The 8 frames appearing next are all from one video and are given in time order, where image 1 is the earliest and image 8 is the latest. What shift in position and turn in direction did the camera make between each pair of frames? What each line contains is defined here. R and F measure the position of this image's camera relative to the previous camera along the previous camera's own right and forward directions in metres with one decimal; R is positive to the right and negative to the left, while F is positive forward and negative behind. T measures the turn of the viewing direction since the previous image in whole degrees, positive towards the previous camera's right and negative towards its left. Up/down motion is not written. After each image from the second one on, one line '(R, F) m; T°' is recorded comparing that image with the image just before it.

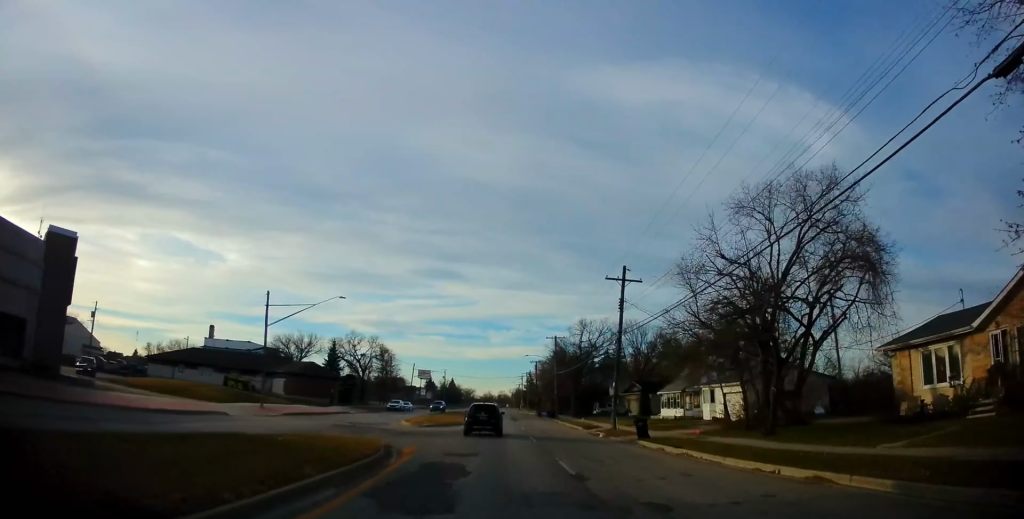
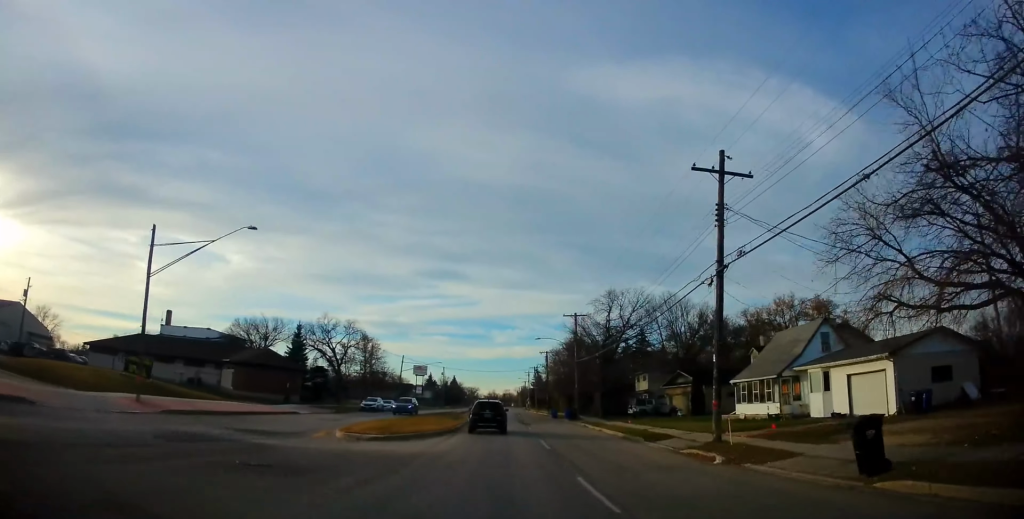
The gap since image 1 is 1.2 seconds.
(-0.2, +17.6) m; 0°
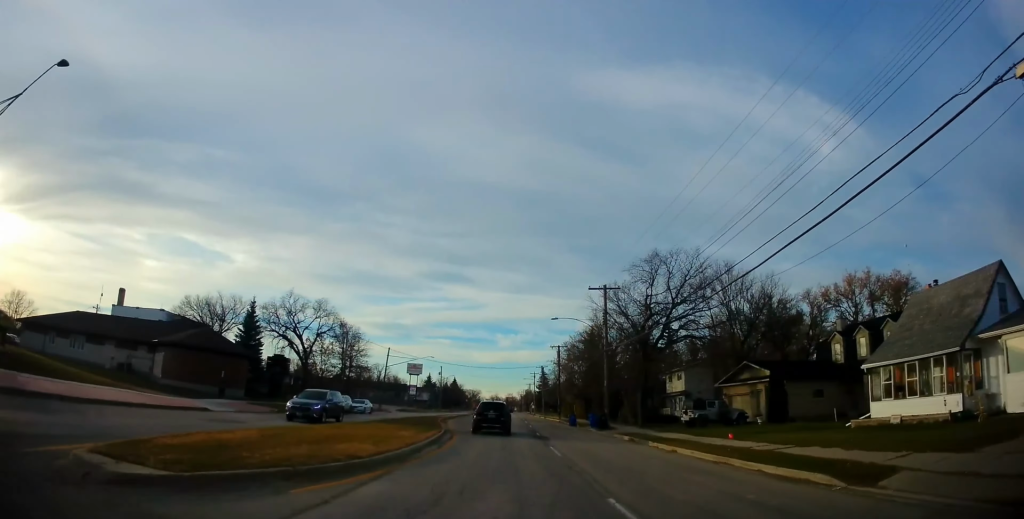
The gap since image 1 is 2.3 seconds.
(+0.1, +15.1) m; +1°
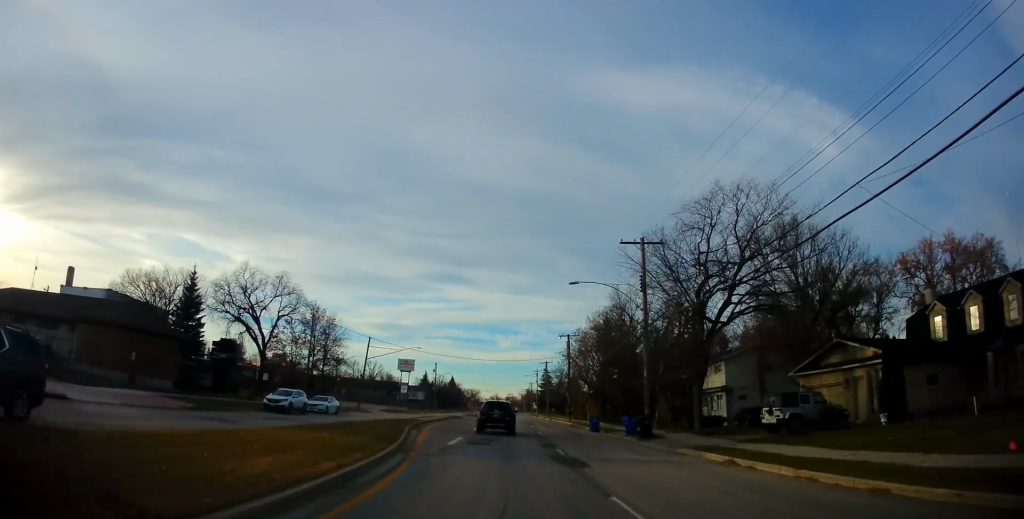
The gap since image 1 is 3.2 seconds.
(+0.1, +12.3) m; 0°
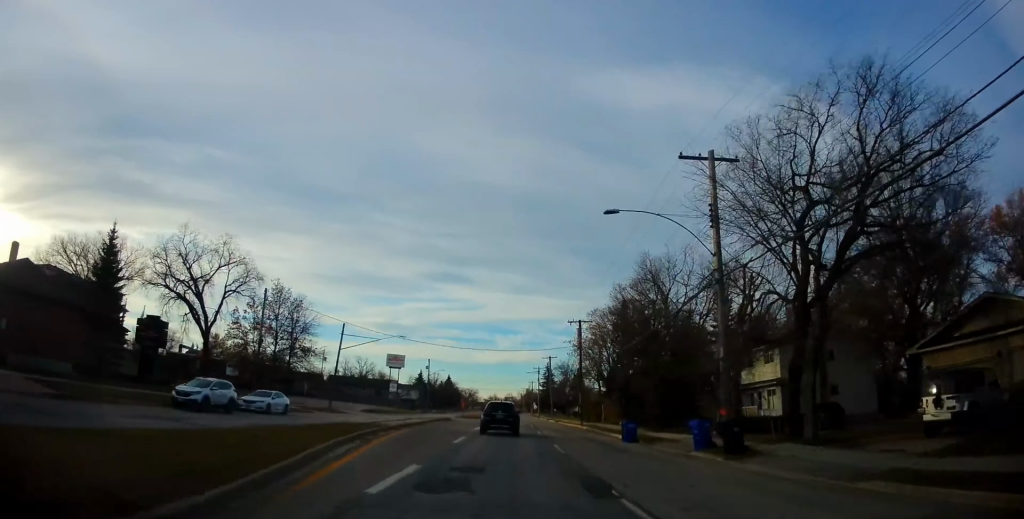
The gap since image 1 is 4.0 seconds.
(0.0, +11.2) m; 0°
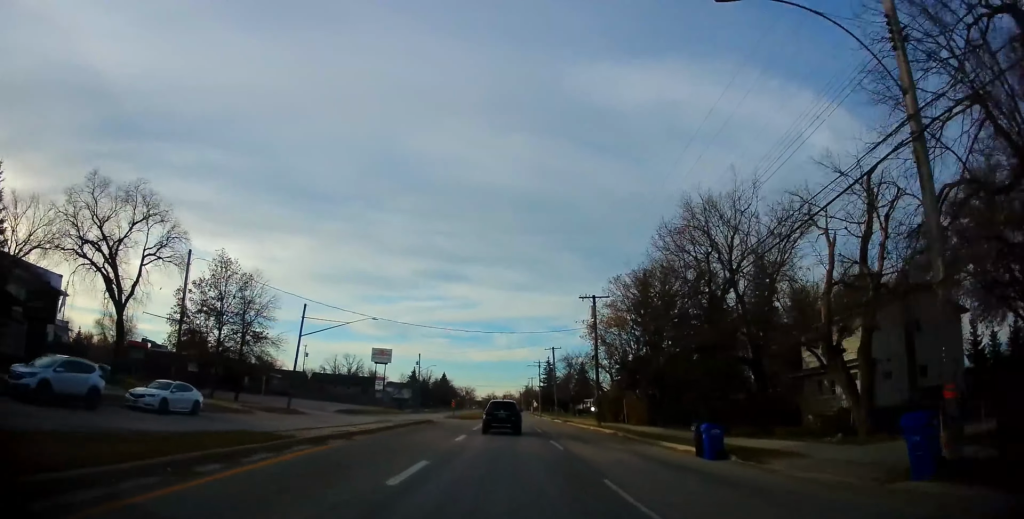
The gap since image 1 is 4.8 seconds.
(0.0, +11.0) m; 0°
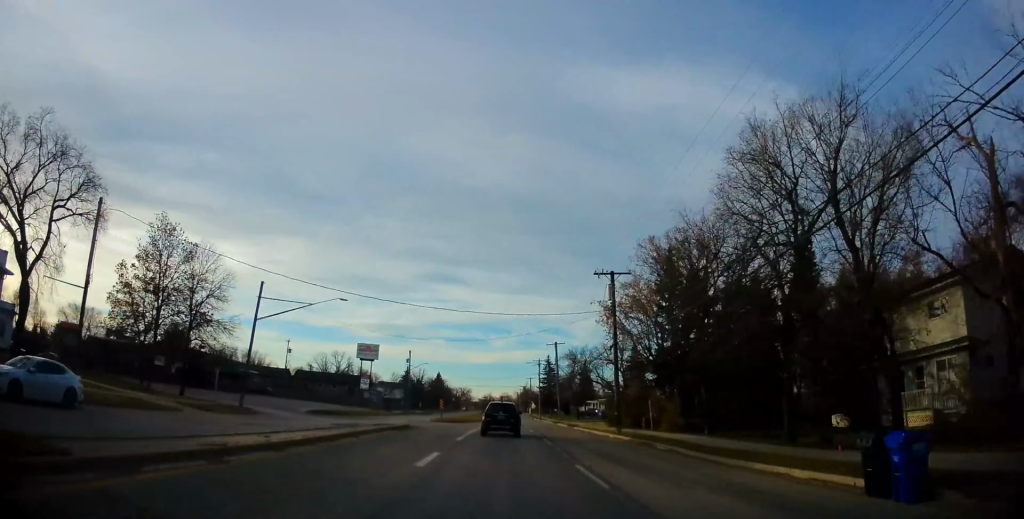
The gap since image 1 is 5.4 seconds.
(+0.2, +8.5) m; -1°
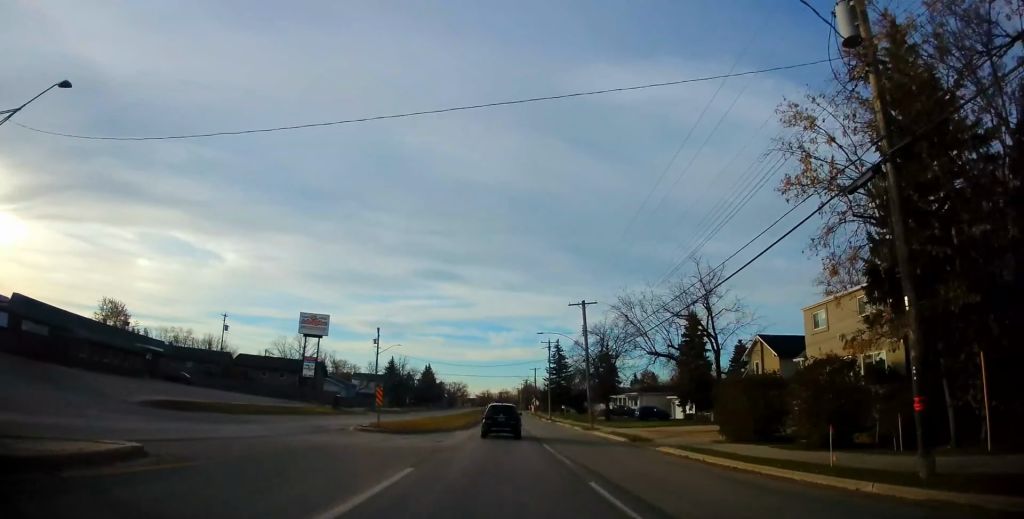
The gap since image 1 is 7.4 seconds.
(-0.4, +26.7) m; +1°
